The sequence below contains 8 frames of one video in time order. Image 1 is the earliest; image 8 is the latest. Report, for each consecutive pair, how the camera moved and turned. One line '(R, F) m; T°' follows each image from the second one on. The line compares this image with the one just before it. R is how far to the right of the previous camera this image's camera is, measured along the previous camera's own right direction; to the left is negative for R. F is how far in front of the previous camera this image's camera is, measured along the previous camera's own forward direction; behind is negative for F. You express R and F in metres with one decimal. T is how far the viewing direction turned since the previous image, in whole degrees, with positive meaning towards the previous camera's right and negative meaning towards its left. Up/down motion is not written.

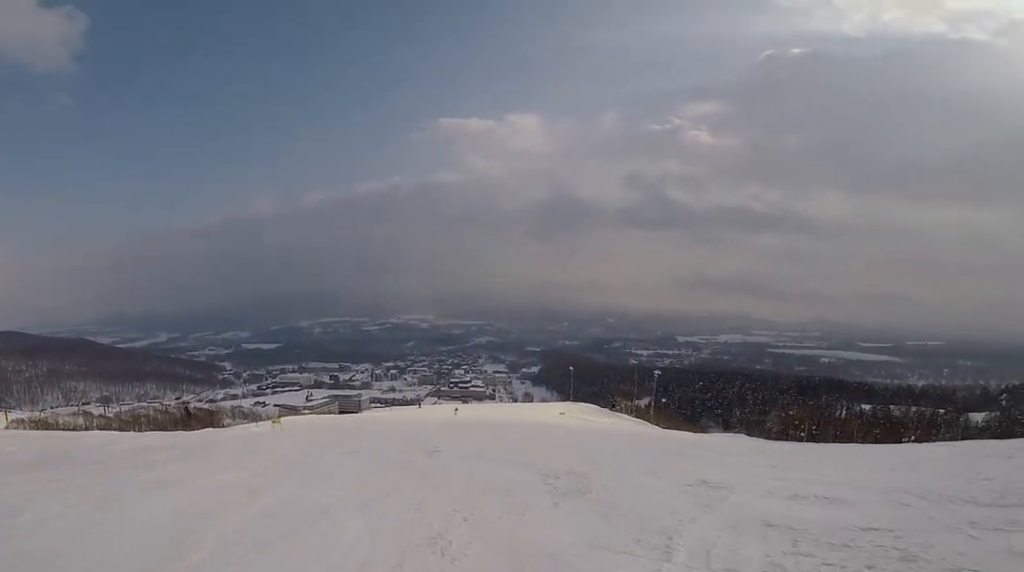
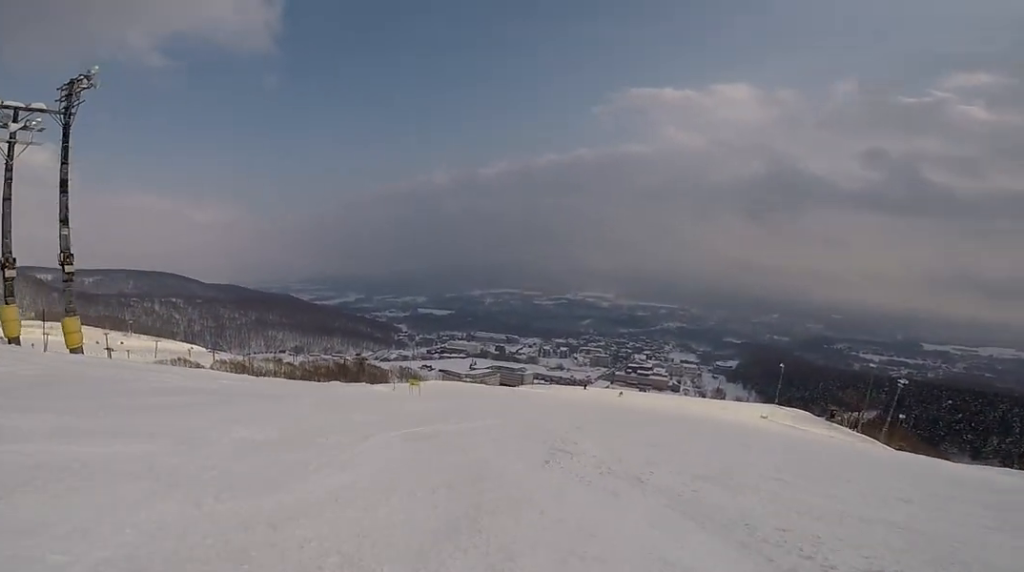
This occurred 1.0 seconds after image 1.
(+0.2, +5.6) m; -14°
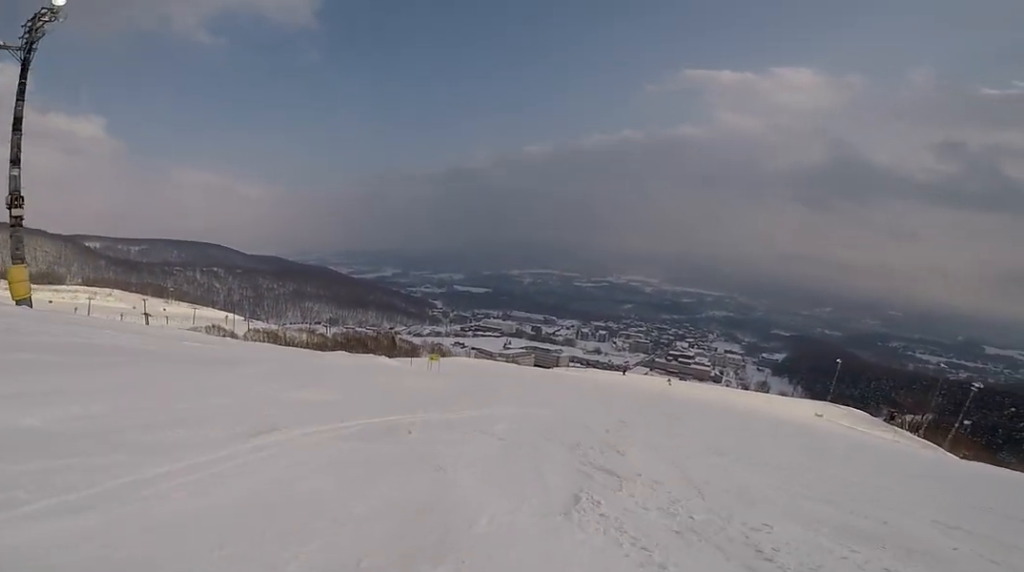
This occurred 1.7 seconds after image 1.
(-1.0, +3.8) m; -12°
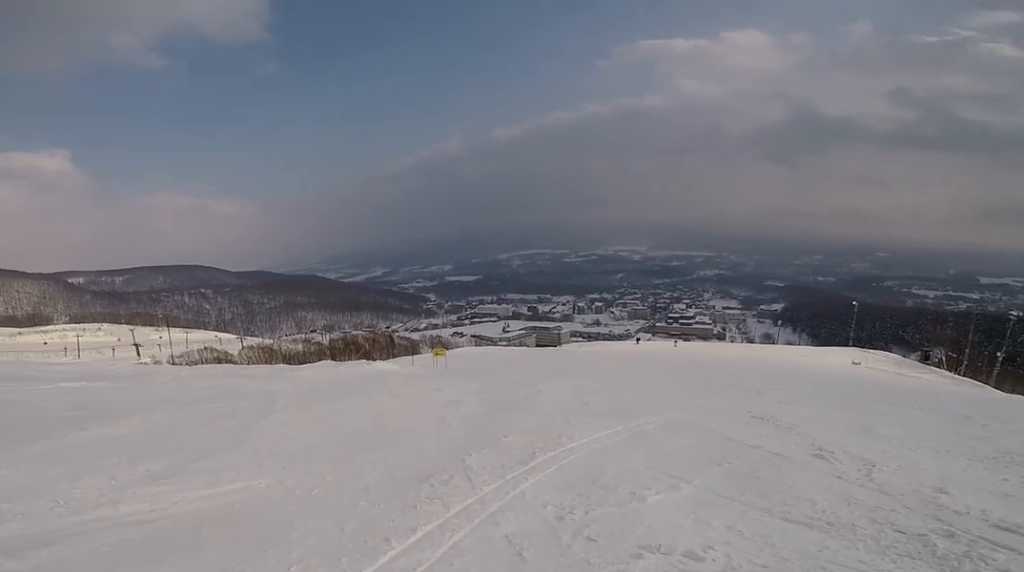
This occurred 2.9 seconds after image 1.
(-0.7, +6.4) m; -4°
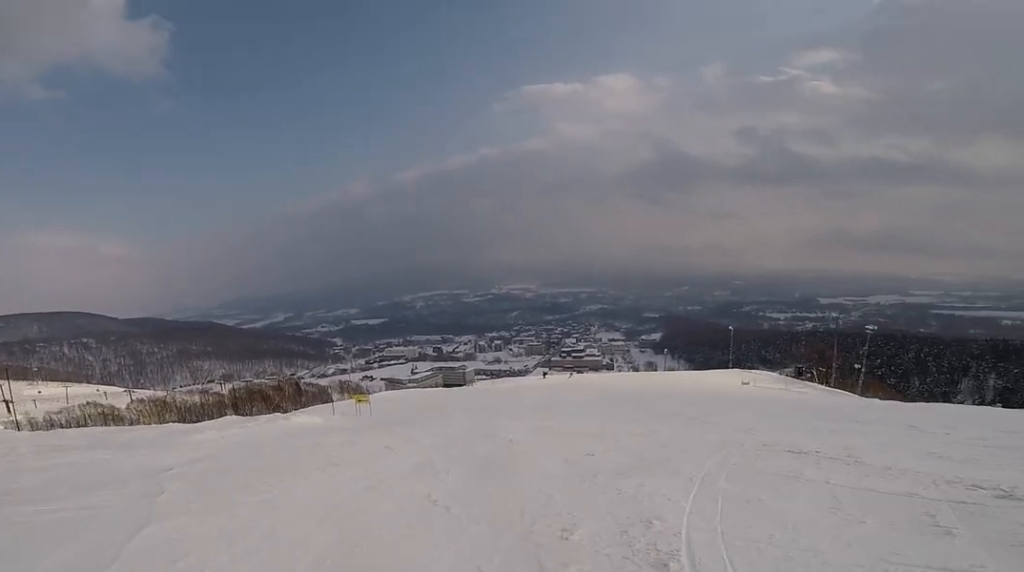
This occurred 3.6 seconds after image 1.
(+0.1, +3.8) m; +9°
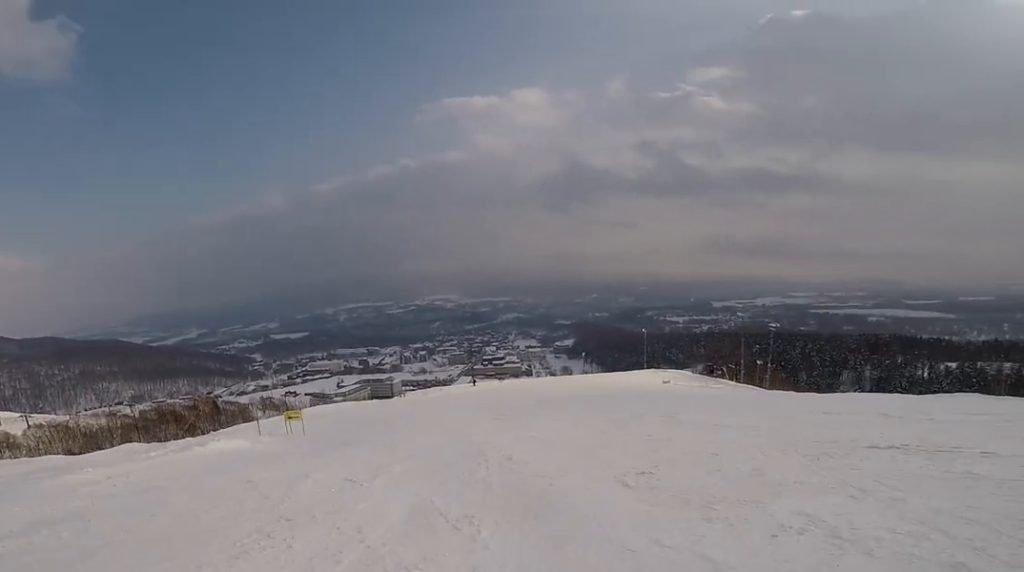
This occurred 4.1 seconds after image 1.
(-0.2, +3.1) m; +10°
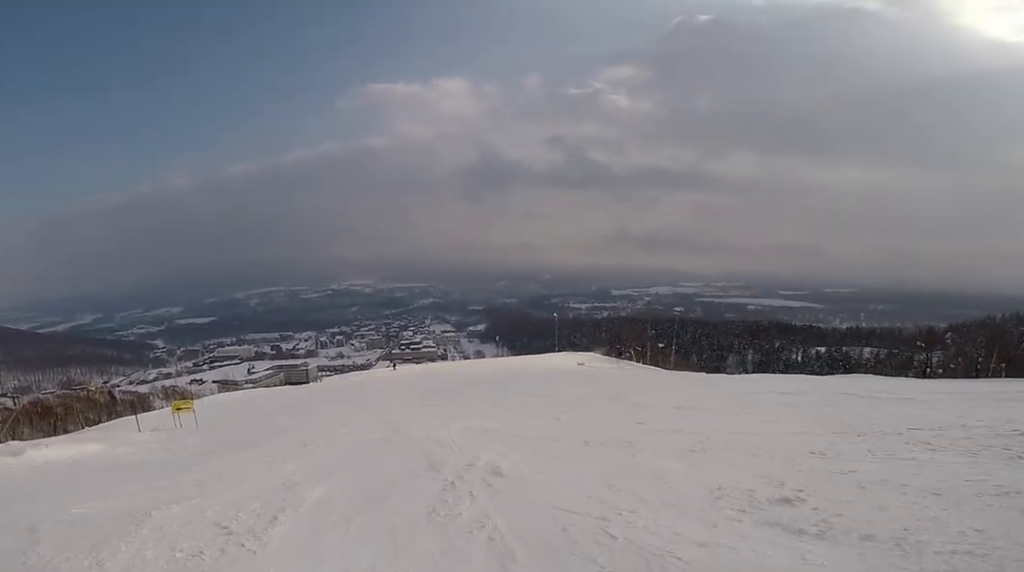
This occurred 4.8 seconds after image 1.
(+0.9, +3.9) m; +8°
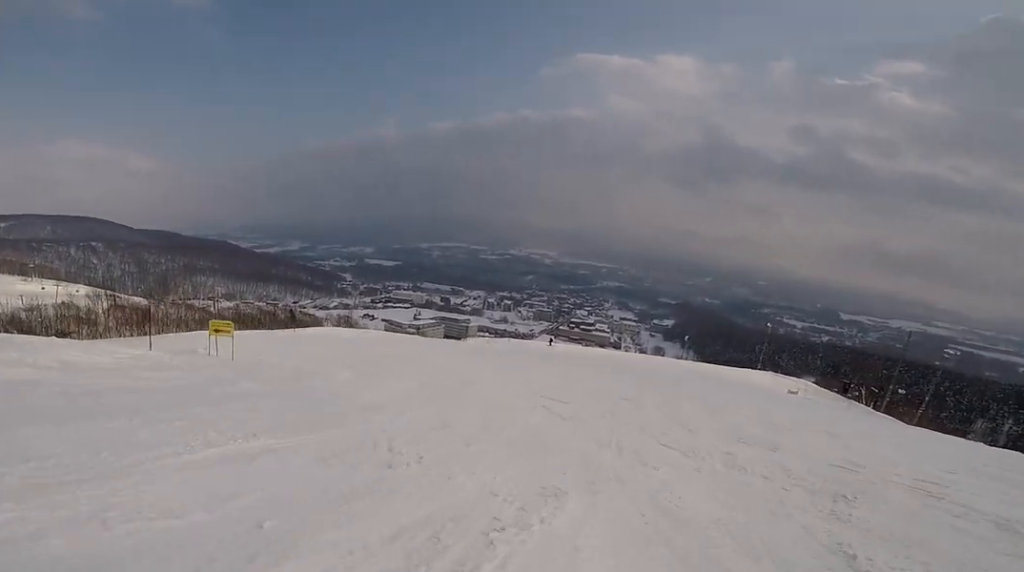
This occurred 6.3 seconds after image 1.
(+0.2, +9.2) m; -6°
